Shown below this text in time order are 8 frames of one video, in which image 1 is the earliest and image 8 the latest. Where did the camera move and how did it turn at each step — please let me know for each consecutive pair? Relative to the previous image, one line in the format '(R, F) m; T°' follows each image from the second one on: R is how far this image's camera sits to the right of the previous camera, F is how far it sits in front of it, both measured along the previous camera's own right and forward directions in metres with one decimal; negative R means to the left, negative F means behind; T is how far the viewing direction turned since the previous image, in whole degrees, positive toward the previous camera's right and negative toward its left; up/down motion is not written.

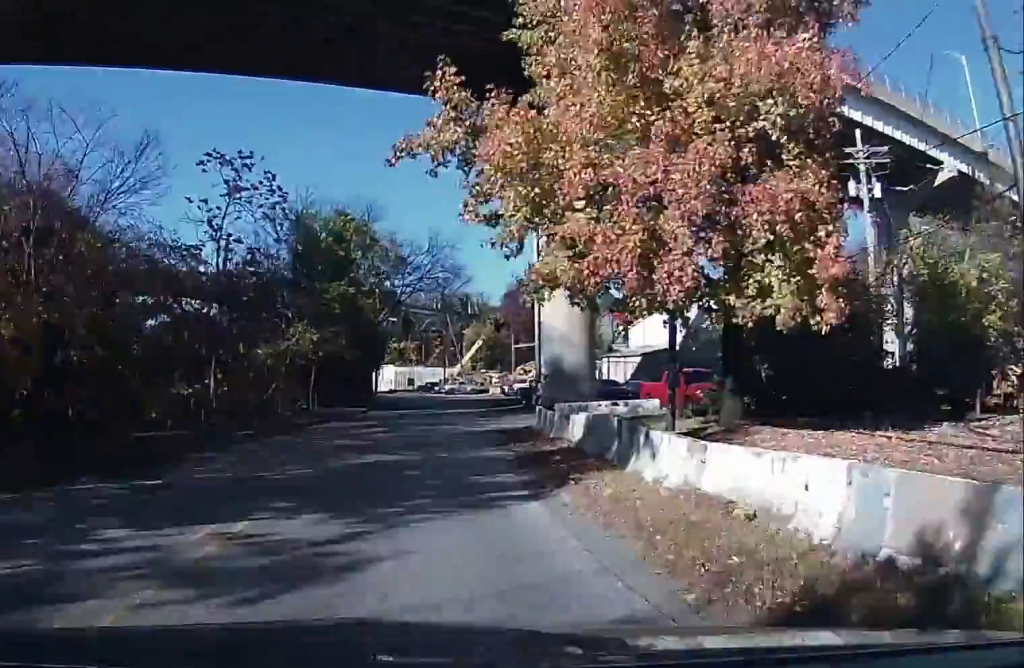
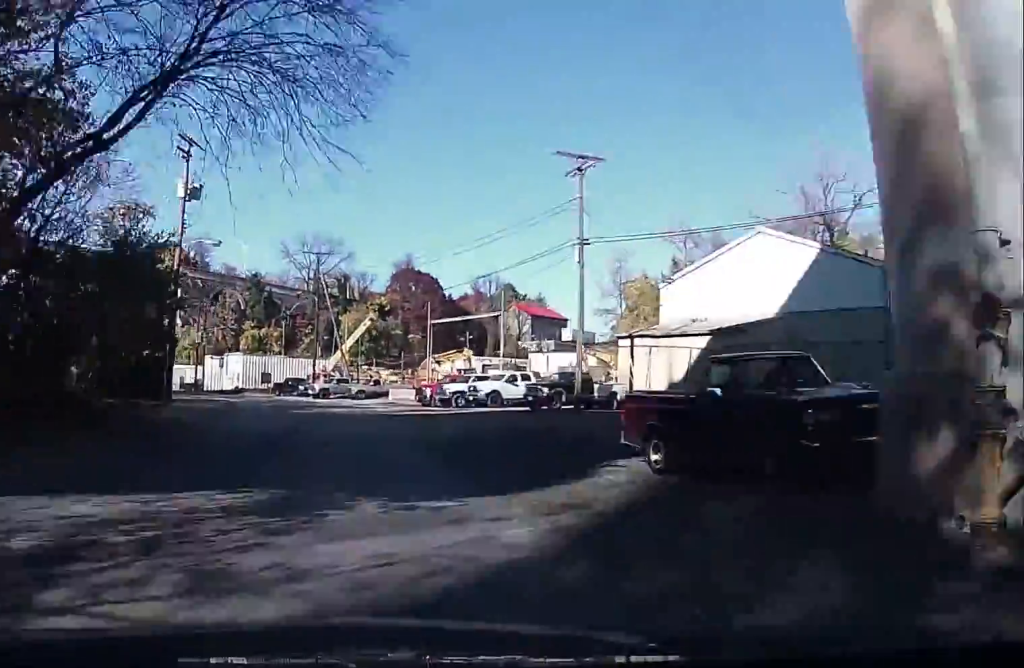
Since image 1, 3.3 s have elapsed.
(+5.3, +43.8) m; +7°
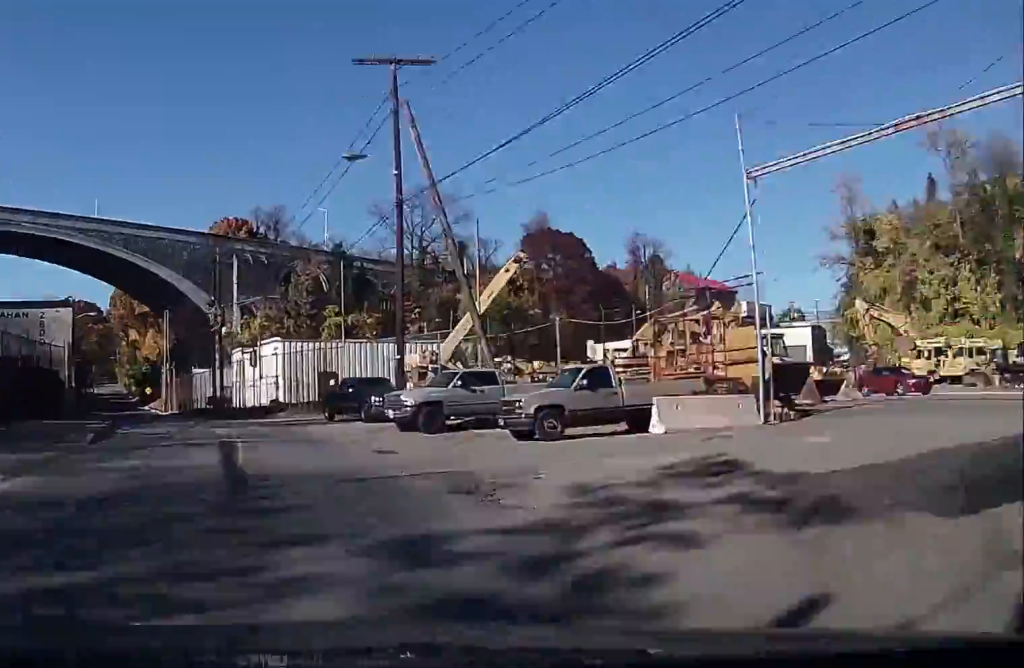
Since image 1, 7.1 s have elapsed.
(+1.4, +48.8) m; -6°
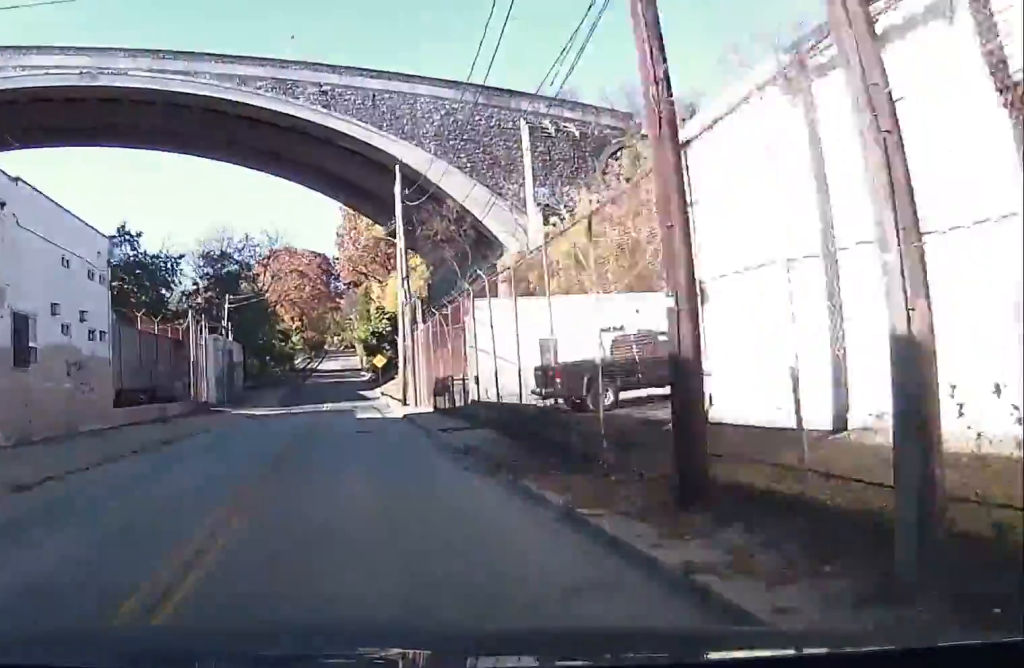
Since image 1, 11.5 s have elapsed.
(-9.2, +56.4) m; -14°
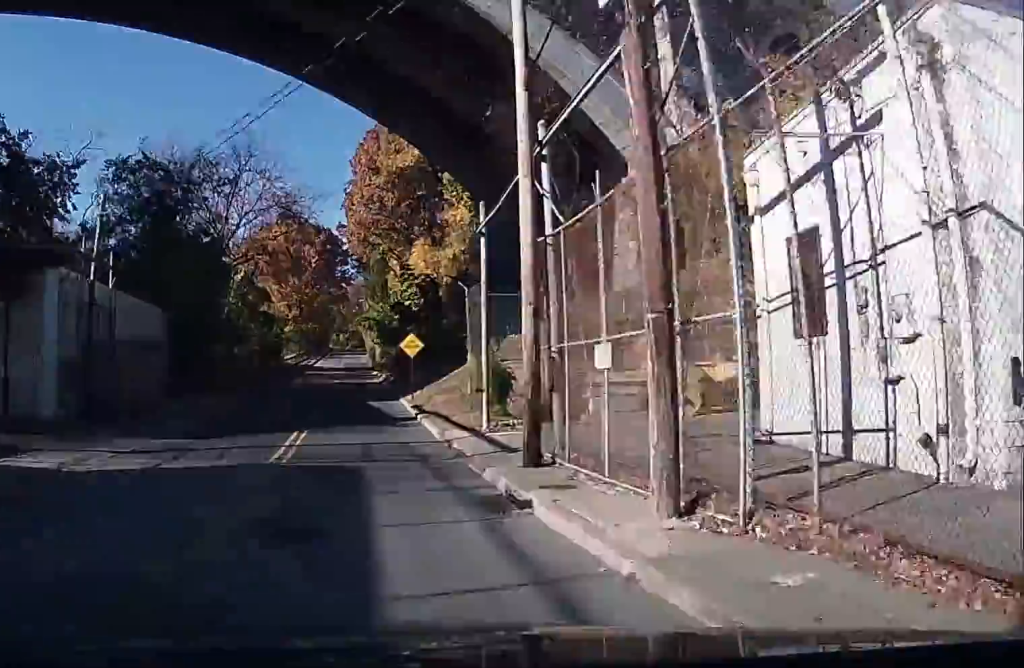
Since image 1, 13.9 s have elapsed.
(-3.9, +31.3) m; -1°
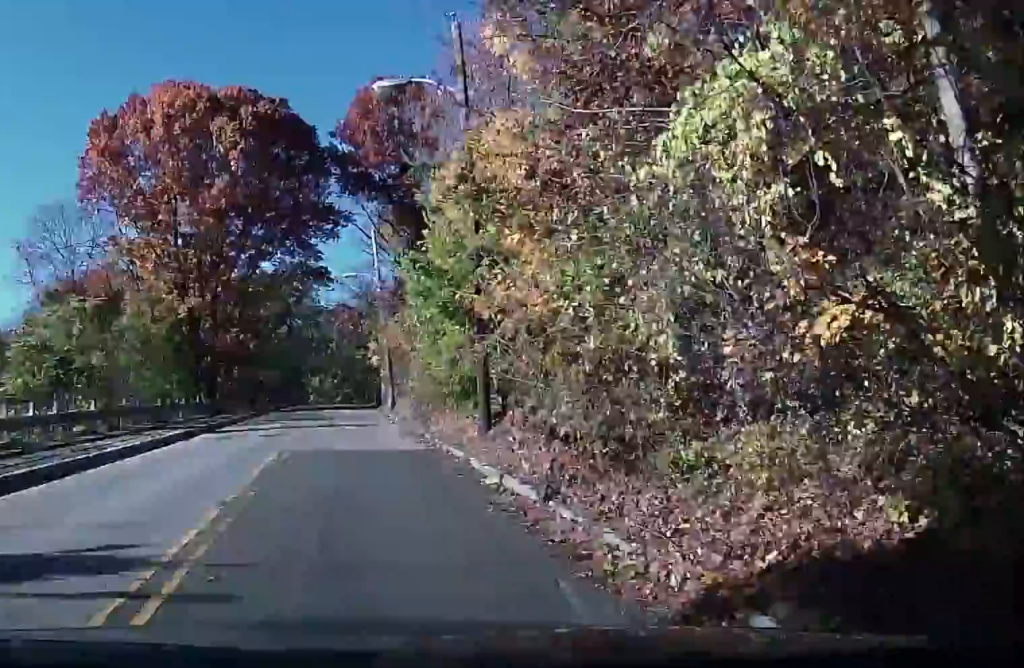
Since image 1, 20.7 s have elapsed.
(+3.9, +93.1) m; +1°
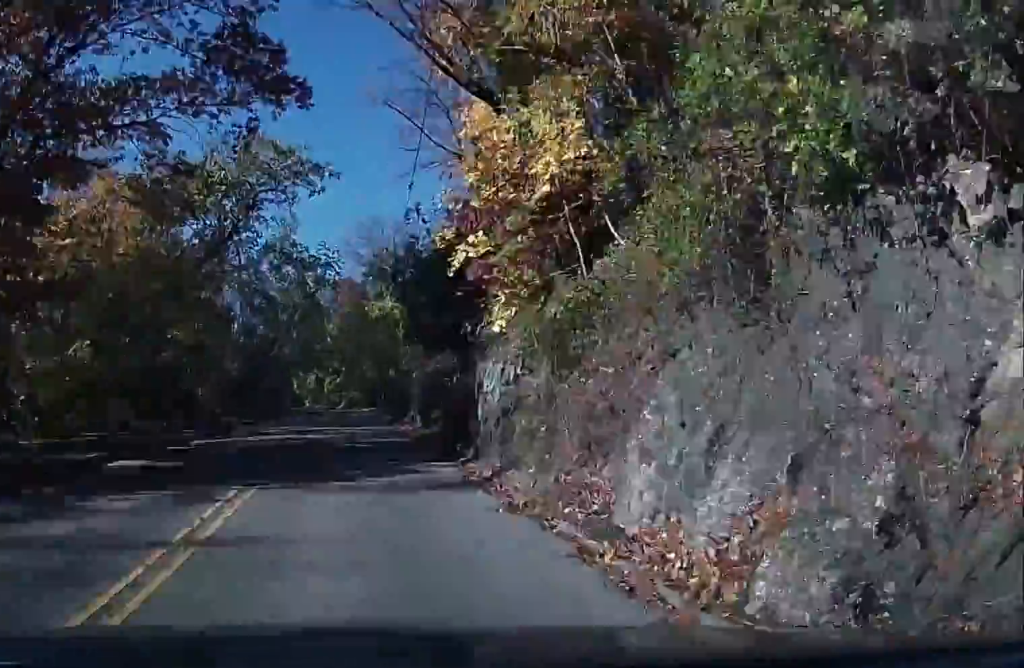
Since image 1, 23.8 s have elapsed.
(-0.9, +42.4) m; -2°
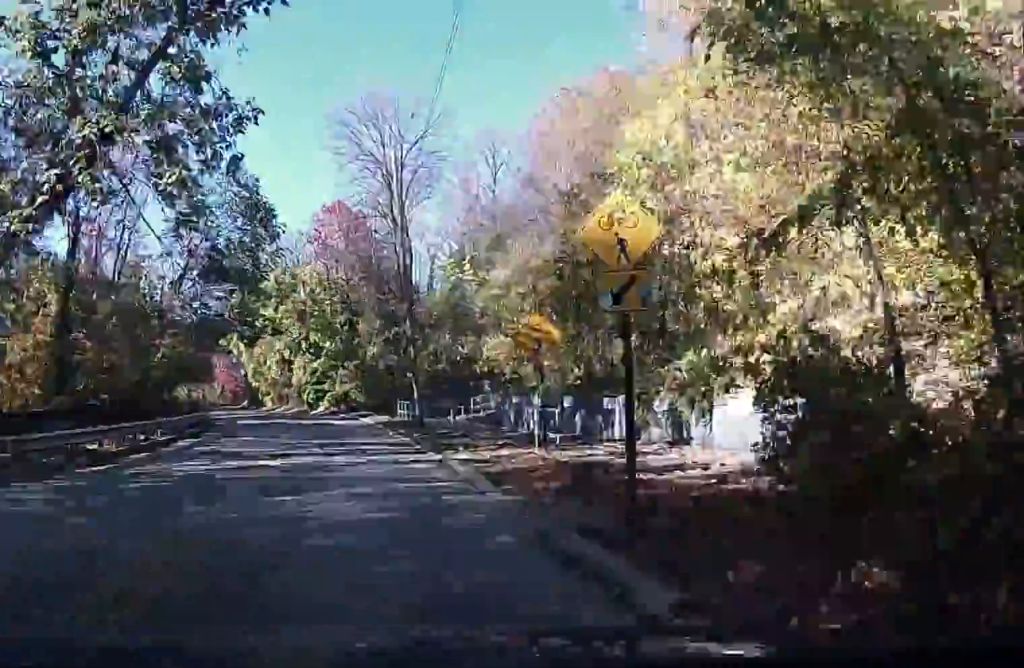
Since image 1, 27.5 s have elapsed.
(-0.6, +50.9) m; -2°
